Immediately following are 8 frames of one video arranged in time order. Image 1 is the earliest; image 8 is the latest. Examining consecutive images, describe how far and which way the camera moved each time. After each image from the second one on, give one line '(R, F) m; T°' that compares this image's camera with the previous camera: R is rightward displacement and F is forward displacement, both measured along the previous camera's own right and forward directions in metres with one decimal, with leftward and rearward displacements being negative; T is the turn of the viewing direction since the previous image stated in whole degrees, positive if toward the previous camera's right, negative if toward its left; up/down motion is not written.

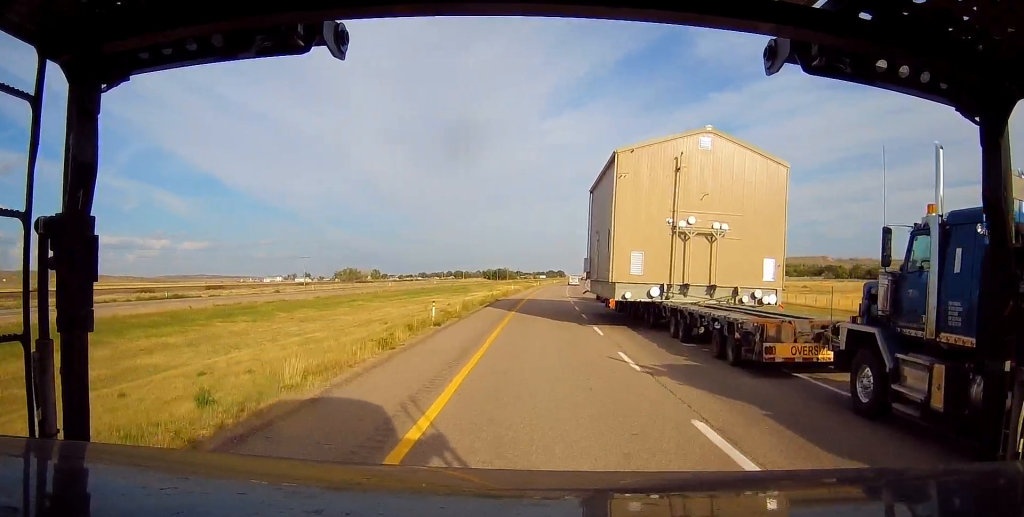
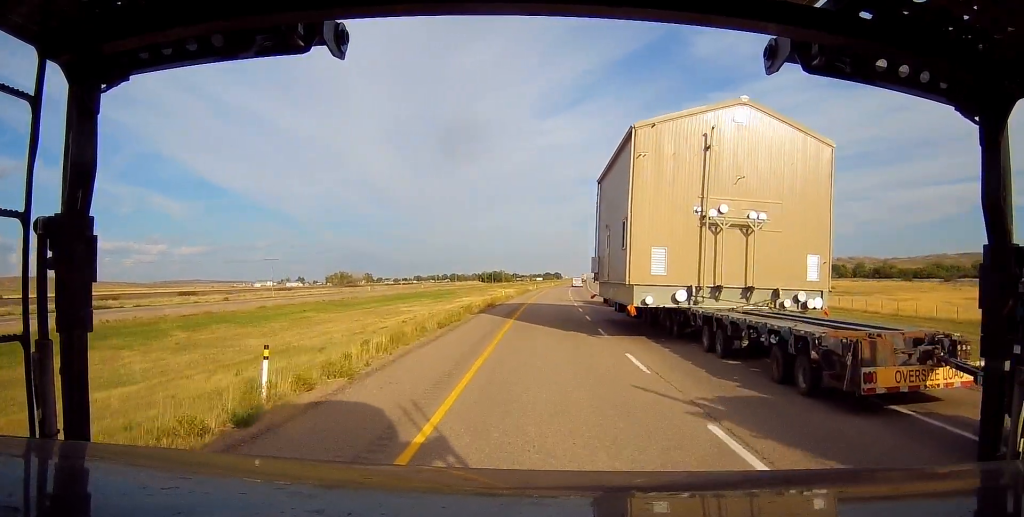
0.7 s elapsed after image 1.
(0.0, +18.3) m; 0°
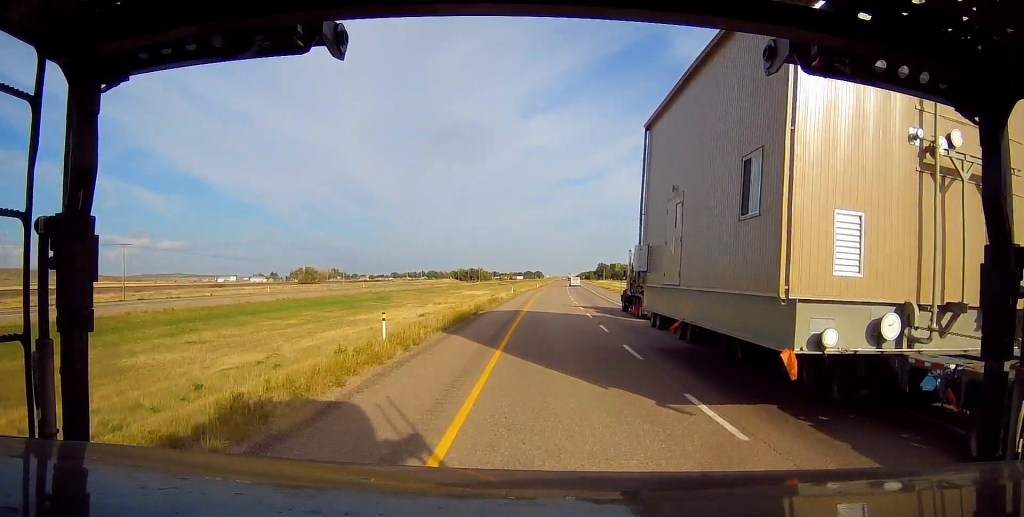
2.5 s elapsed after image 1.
(+0.6, +51.1) m; +2°
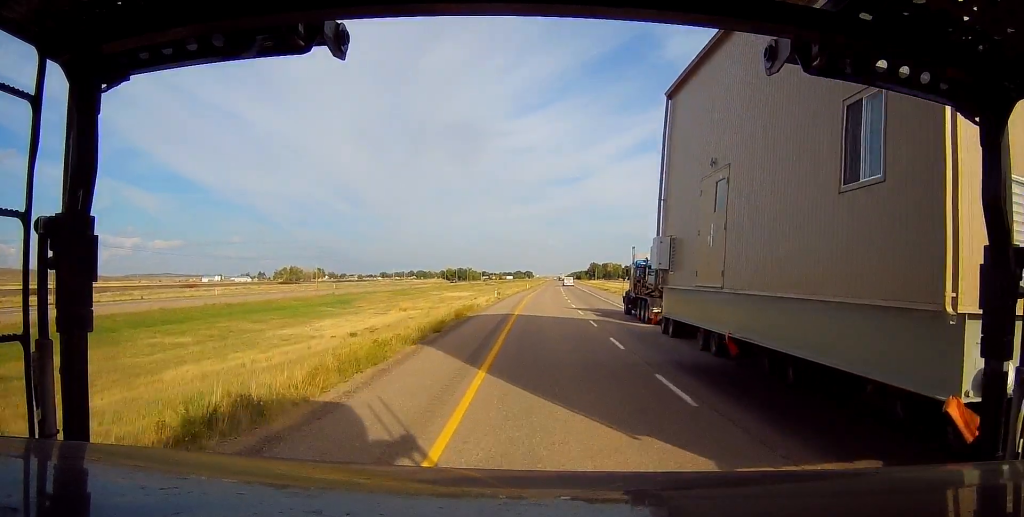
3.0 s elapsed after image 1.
(+0.1, +15.5) m; +1°
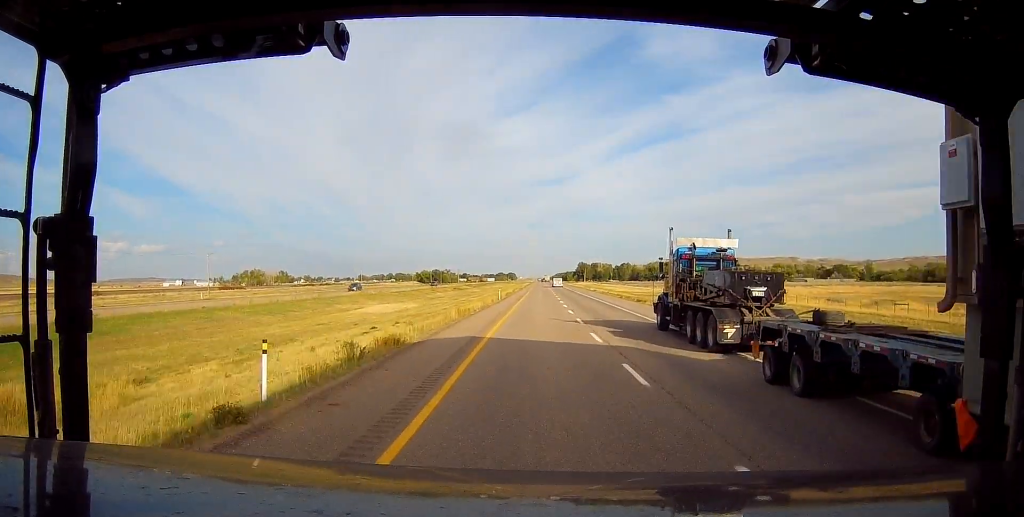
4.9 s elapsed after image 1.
(+0.2, +51.9) m; +1°
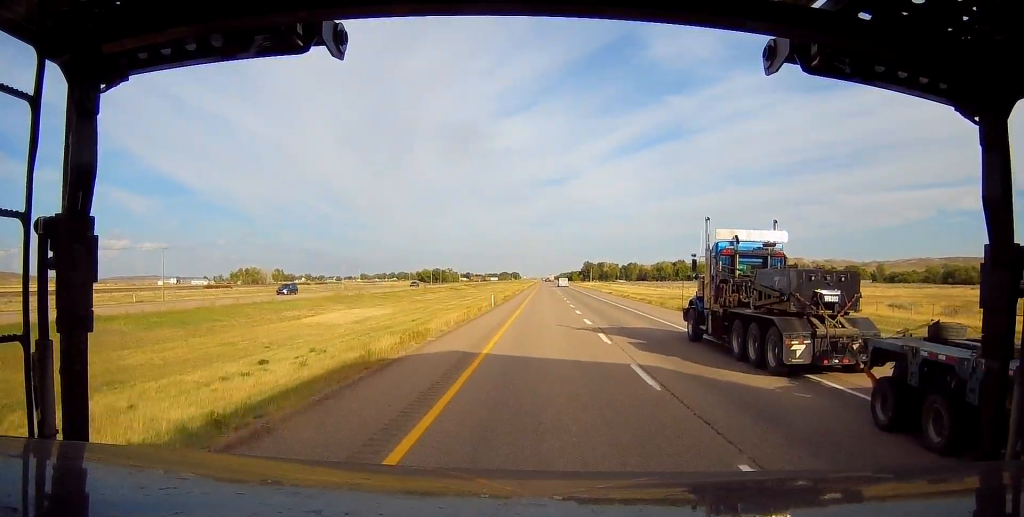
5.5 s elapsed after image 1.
(+0.5, +17.6) m; +1°
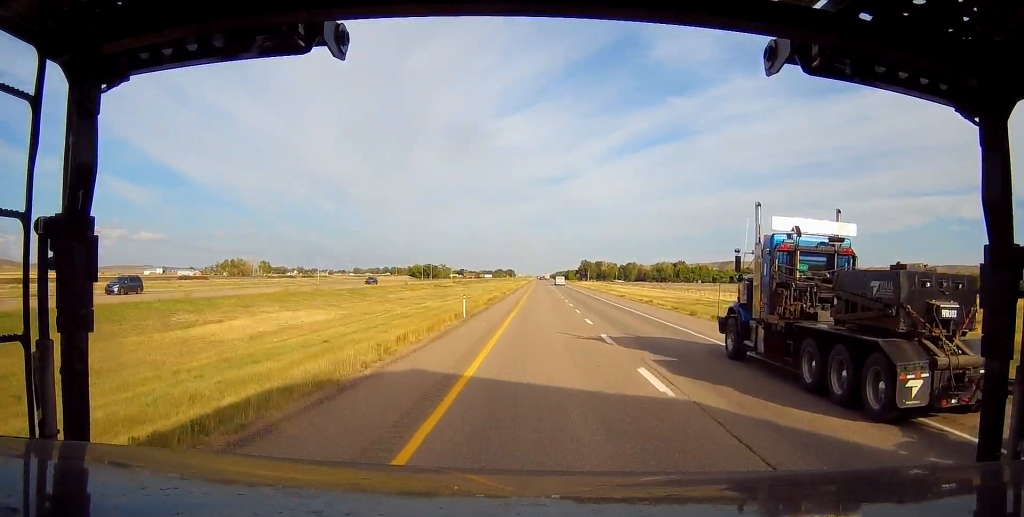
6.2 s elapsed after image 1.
(+0.3, +18.5) m; +1°
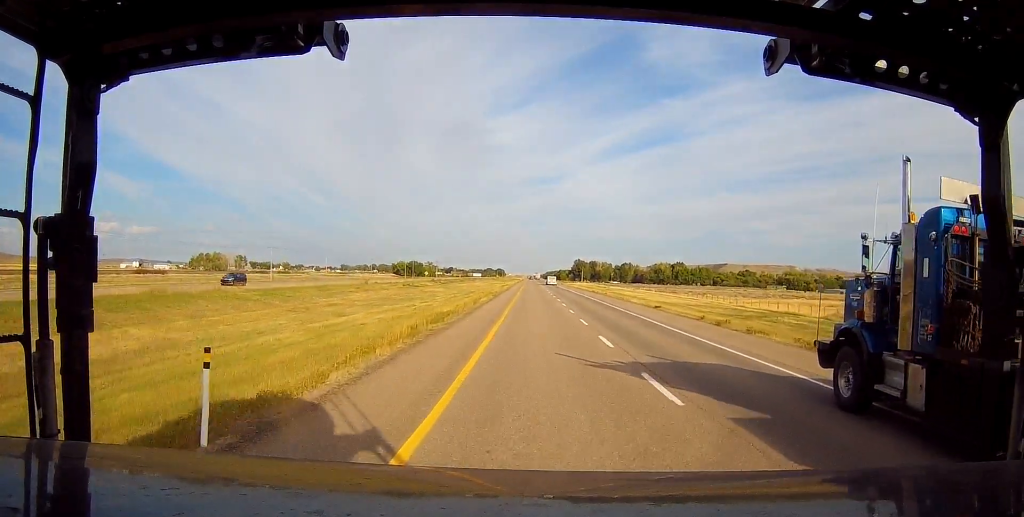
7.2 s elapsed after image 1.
(-0.2, +27.3) m; 0°
